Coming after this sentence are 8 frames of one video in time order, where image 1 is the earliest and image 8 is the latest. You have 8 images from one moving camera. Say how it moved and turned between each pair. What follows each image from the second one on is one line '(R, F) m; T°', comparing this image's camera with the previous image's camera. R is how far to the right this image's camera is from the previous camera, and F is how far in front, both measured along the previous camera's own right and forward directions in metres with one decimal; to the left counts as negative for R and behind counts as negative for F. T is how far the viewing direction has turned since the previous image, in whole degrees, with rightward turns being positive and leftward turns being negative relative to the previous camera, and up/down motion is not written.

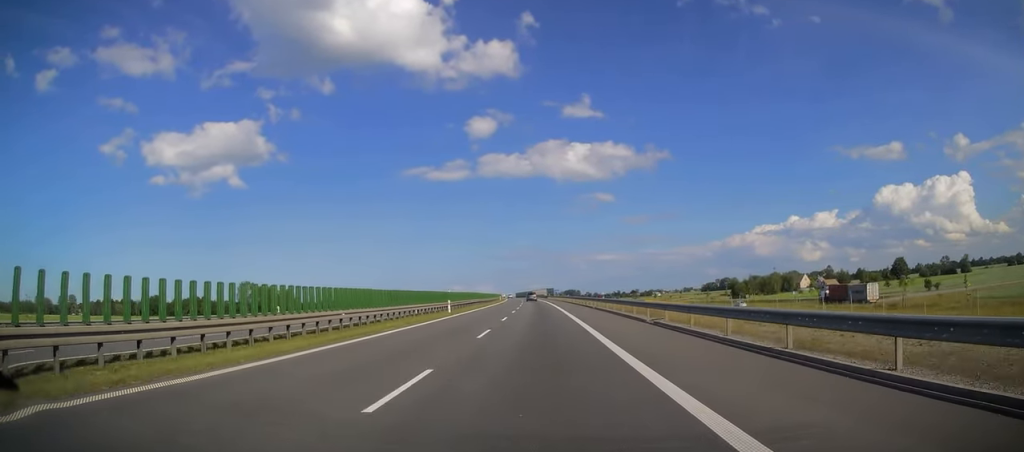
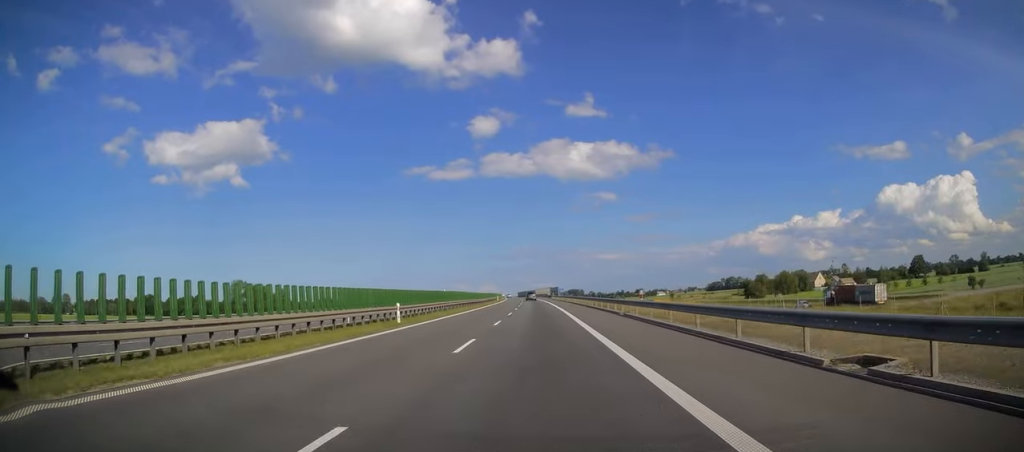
(-0.1, +16.8) m; 0°
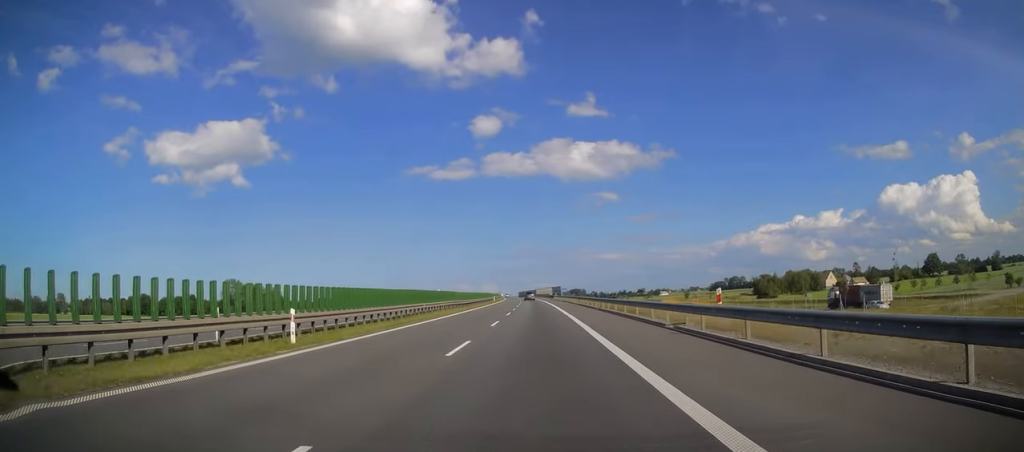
(-0.2, +12.7) m; 0°
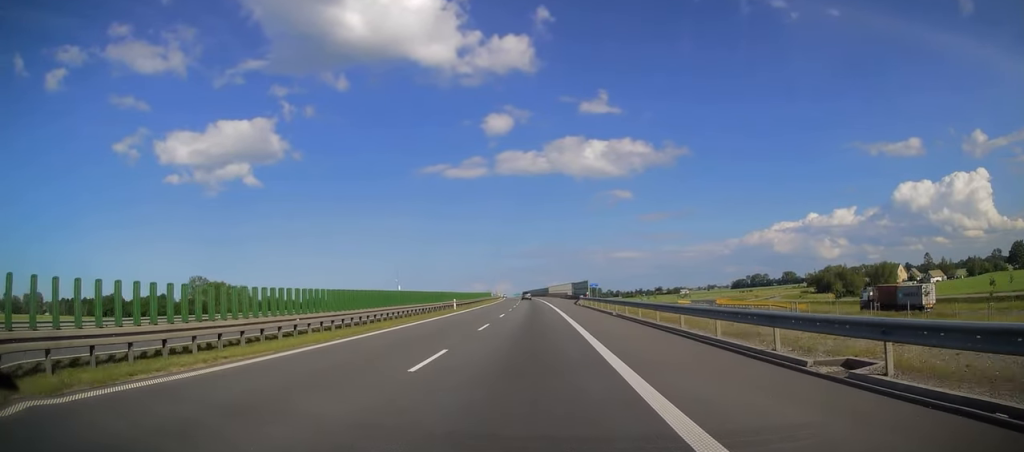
(-0.5, +62.4) m; -1°
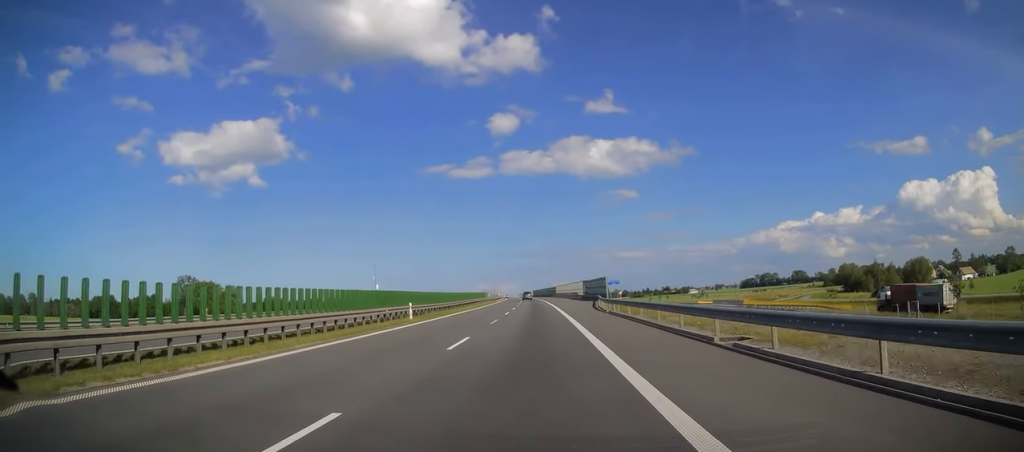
(0.0, +19.8) m; 0°
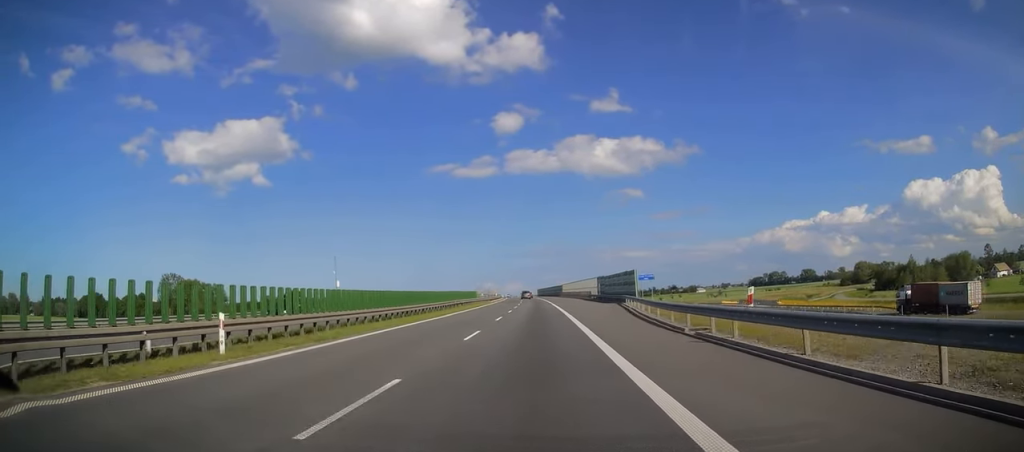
(-0.1, +21.2) m; -1°
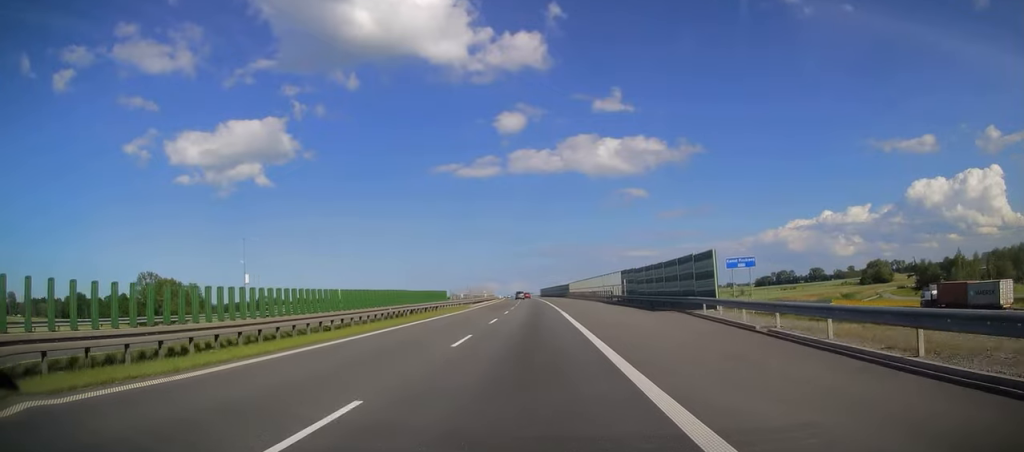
(-0.4, +25.8) m; -1°
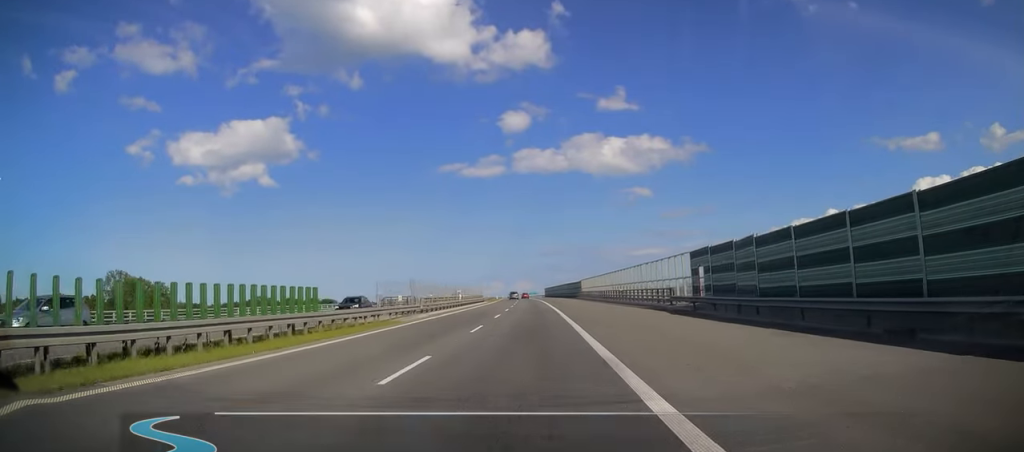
(-0.3, +30.4) m; -1°
